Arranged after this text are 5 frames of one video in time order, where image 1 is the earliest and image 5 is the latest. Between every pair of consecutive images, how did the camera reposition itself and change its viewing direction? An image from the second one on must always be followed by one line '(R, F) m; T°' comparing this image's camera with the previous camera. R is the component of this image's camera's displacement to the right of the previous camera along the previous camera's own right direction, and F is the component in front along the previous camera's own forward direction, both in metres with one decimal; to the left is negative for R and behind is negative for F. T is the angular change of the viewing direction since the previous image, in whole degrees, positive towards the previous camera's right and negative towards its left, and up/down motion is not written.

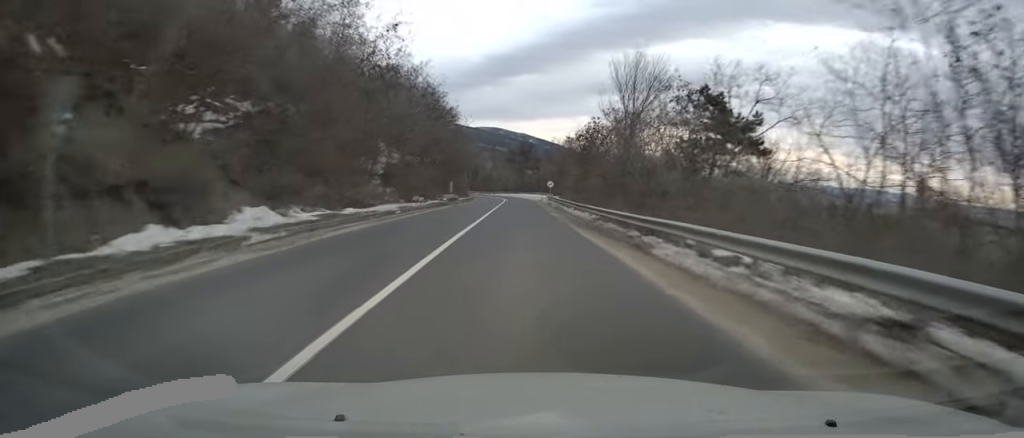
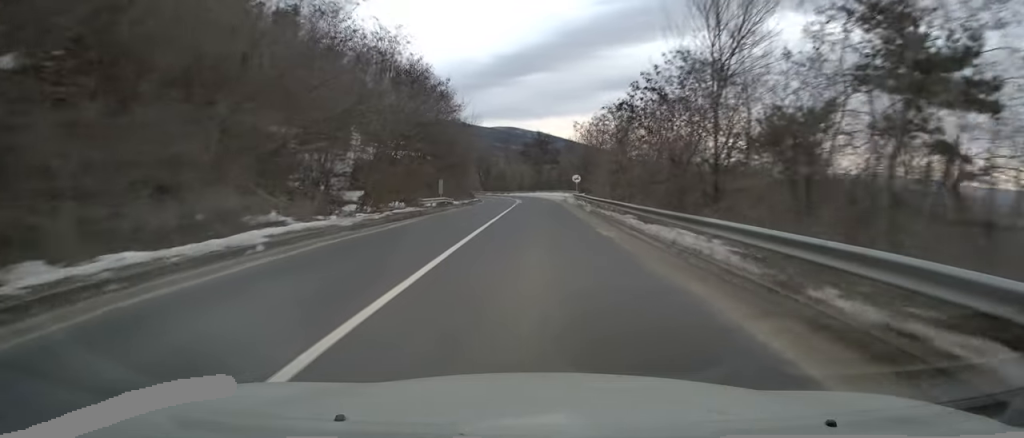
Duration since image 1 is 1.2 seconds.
(-0.5, +16.9) m; 0°
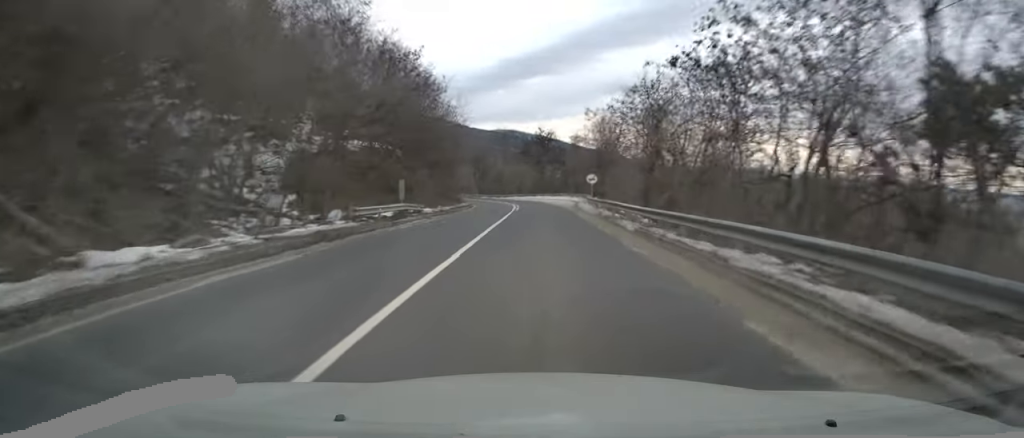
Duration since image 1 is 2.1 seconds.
(+0.3, +13.4) m; +1°
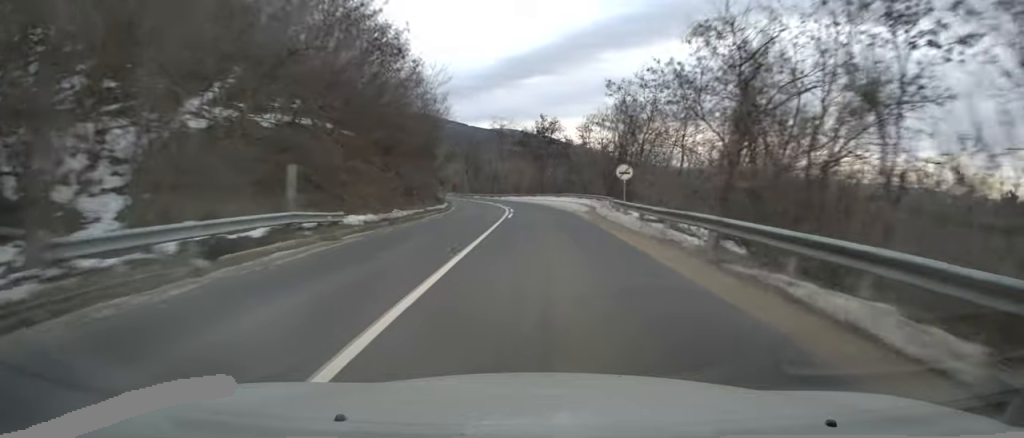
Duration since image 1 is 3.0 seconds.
(-0.1, +14.2) m; 0°
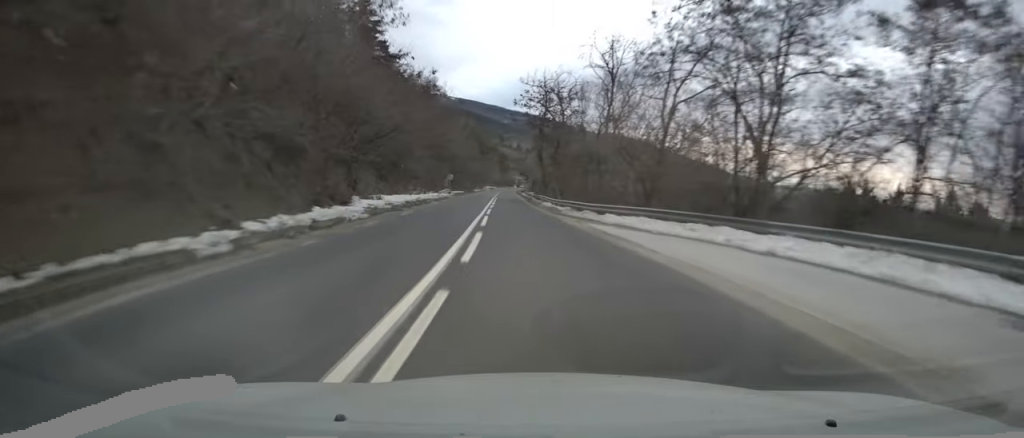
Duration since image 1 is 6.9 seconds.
(-1.7, +59.8) m; -9°
